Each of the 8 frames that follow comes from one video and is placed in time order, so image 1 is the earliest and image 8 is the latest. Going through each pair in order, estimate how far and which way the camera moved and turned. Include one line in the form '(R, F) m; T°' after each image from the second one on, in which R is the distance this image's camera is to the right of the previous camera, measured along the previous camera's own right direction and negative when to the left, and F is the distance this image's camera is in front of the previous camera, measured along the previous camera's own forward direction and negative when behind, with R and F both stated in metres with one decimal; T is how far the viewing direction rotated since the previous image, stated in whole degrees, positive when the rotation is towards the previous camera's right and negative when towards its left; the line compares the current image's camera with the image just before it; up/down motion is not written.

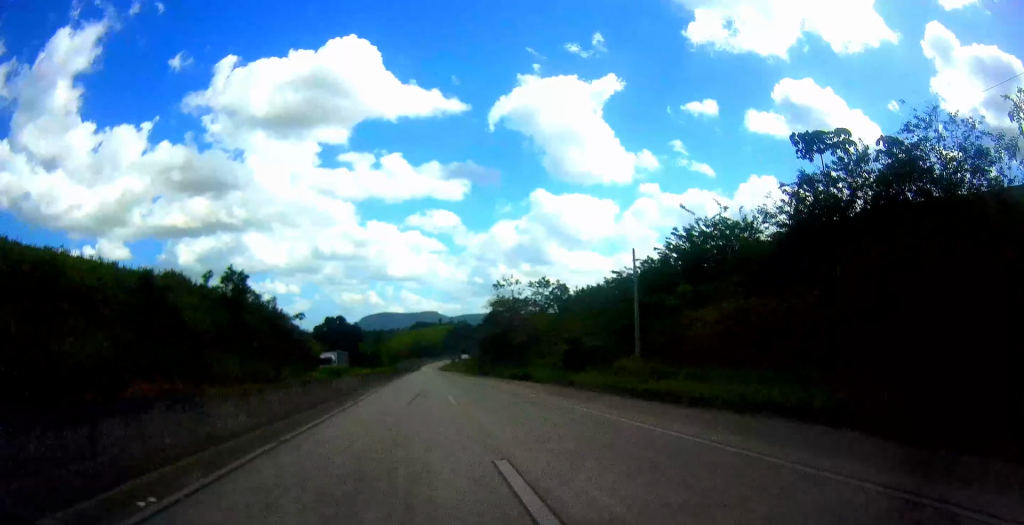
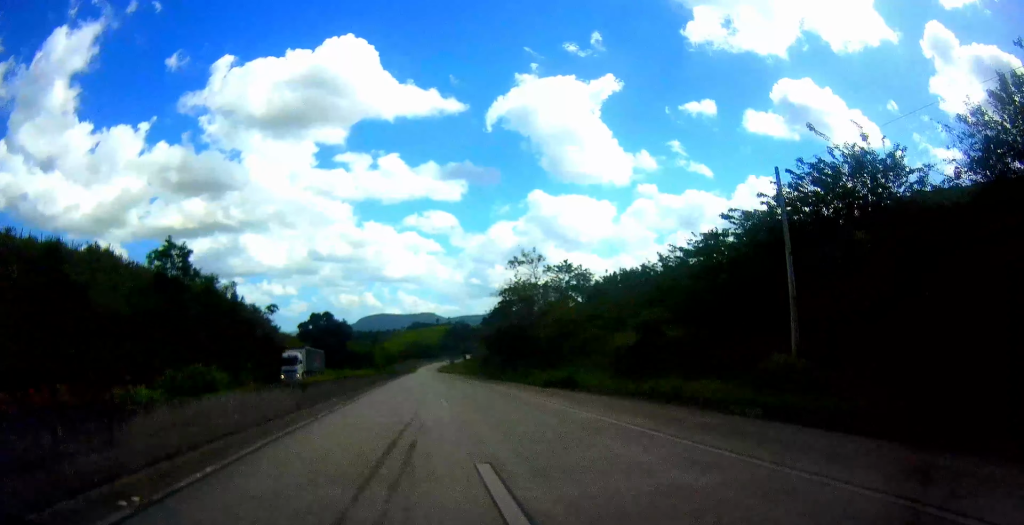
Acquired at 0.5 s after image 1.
(-0.4, +16.2) m; 0°
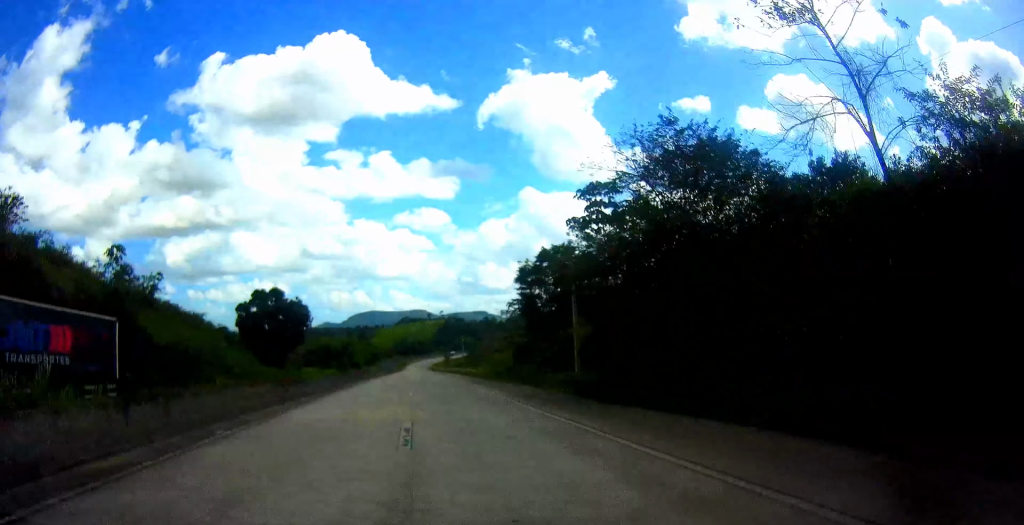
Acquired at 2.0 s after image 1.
(+1.1, +43.6) m; +1°
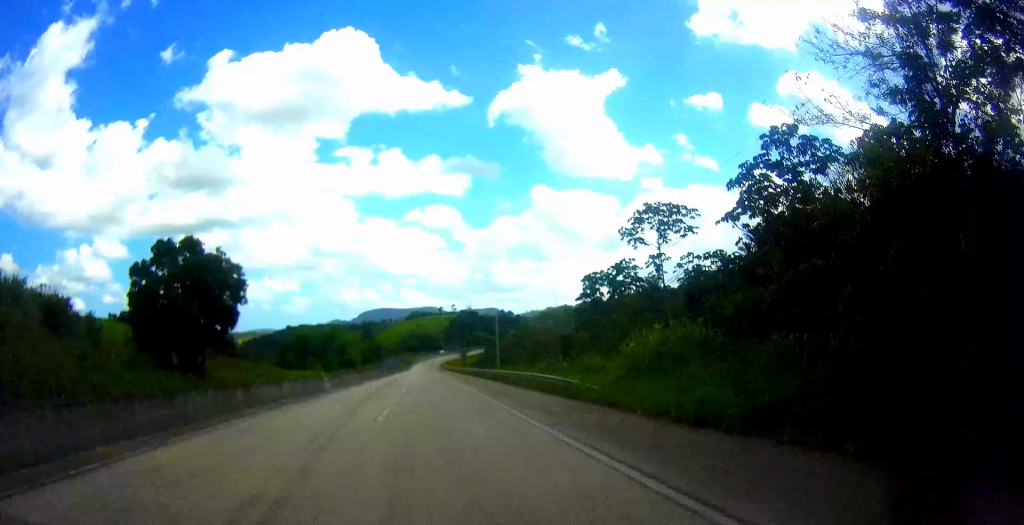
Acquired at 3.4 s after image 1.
(+0.2, +44.1) m; 0°
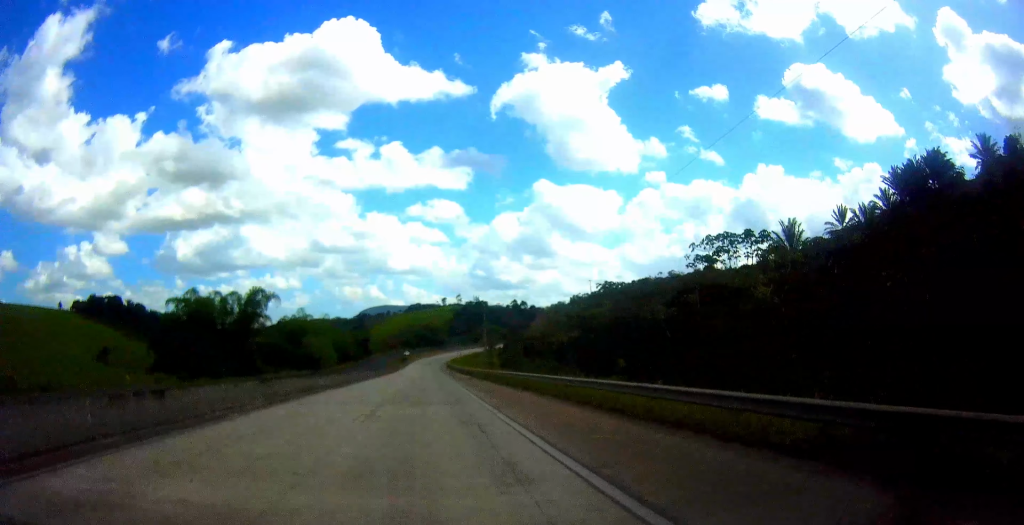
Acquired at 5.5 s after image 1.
(+0.2, +67.4) m; 0°
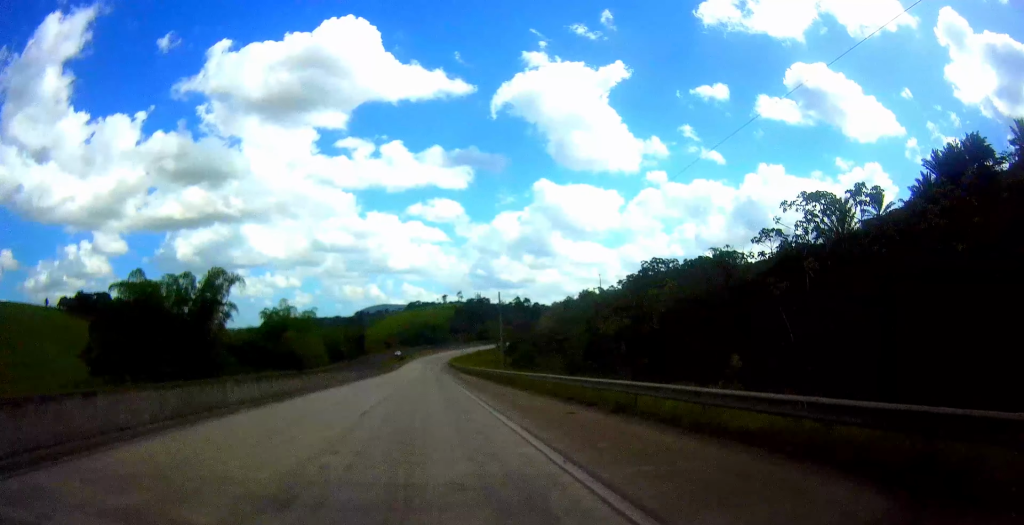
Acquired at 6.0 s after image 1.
(-0.3, +15.5) m; -1°
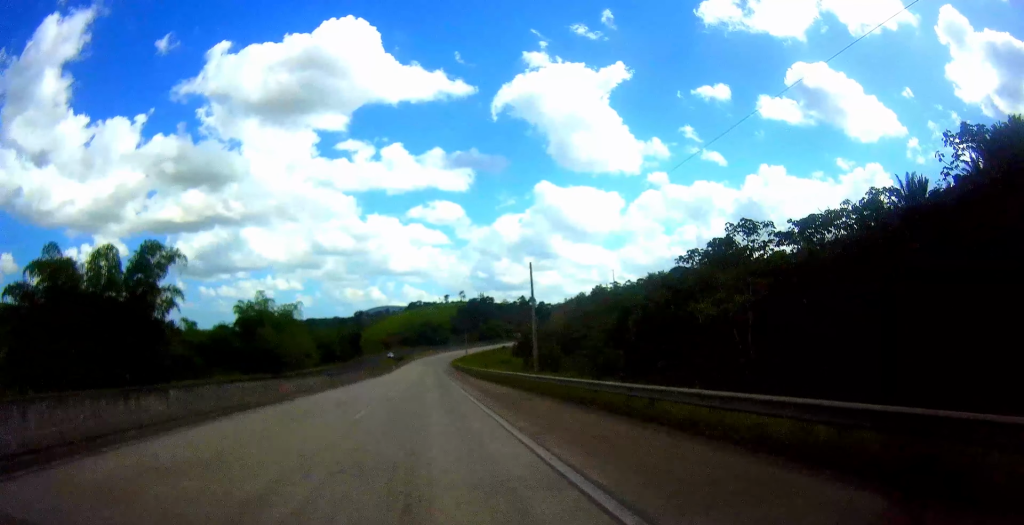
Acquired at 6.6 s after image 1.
(-0.1, +16.8) m; 0°
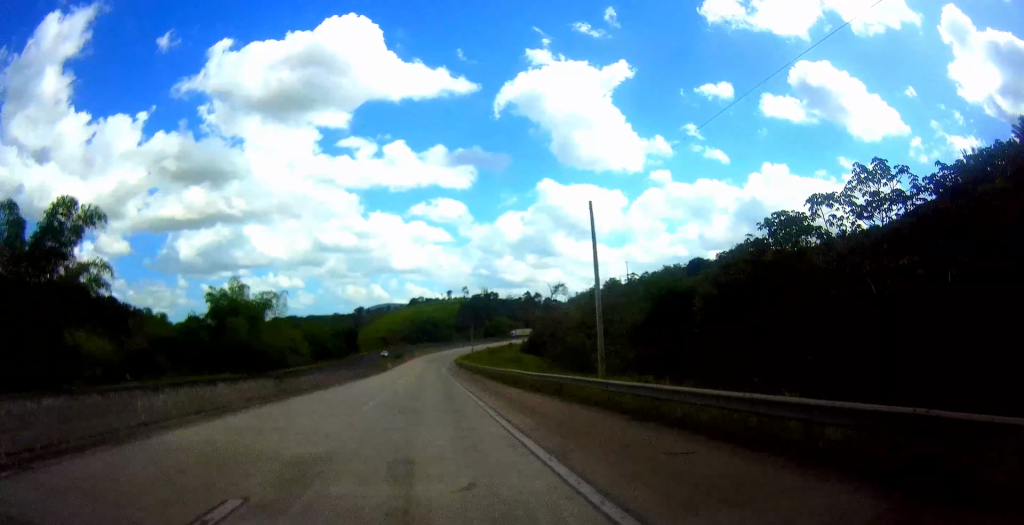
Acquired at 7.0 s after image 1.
(0.0, +14.2) m; 0°
